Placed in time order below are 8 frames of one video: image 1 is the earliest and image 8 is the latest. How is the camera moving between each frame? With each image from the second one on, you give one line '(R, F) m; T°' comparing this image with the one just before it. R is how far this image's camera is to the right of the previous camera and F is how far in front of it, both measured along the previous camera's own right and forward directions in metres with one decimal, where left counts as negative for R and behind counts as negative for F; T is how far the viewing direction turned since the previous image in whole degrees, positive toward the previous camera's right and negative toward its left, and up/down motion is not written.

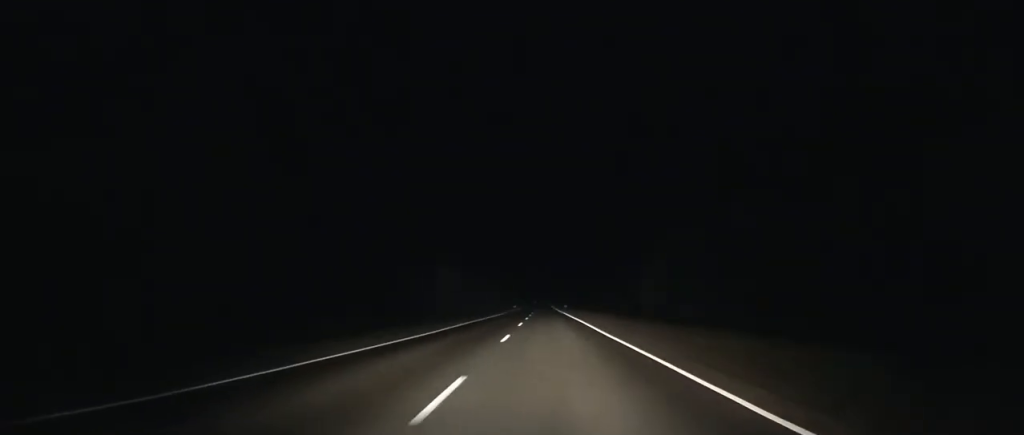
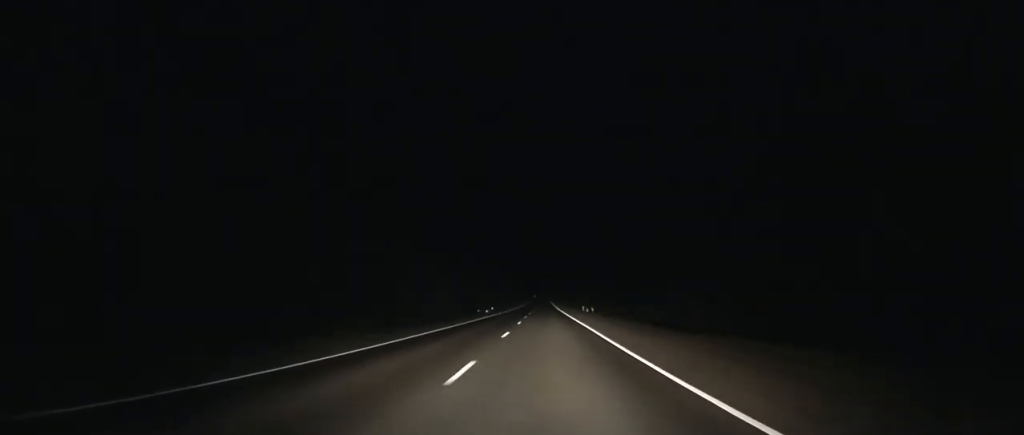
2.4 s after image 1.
(0.0, +69.0) m; 0°
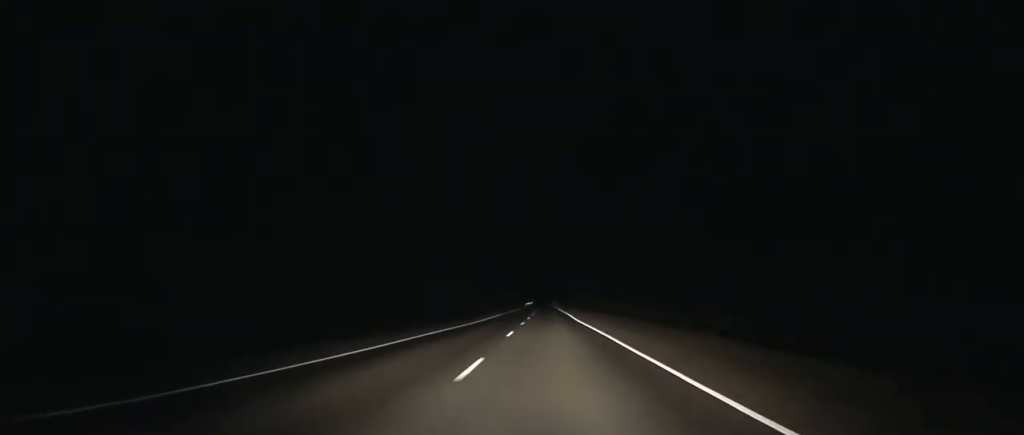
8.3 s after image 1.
(-0.5, +173.8) m; 0°
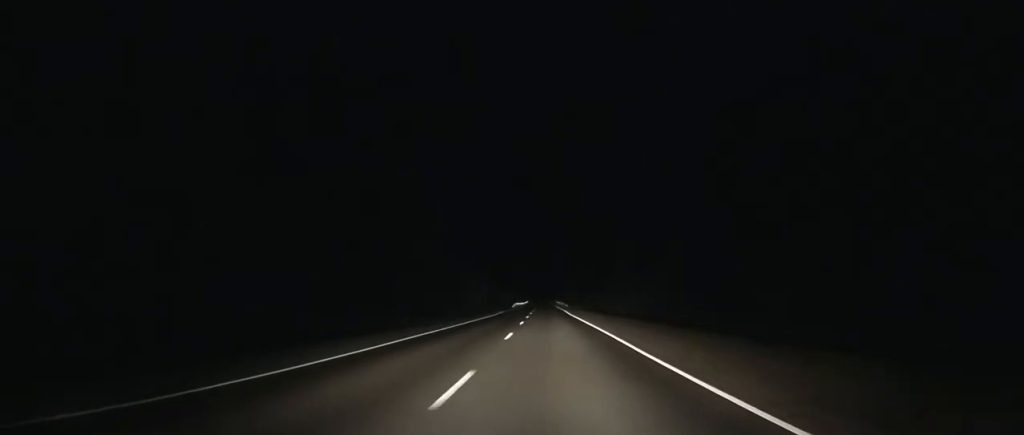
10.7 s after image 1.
(0.0, +76.9) m; 0°
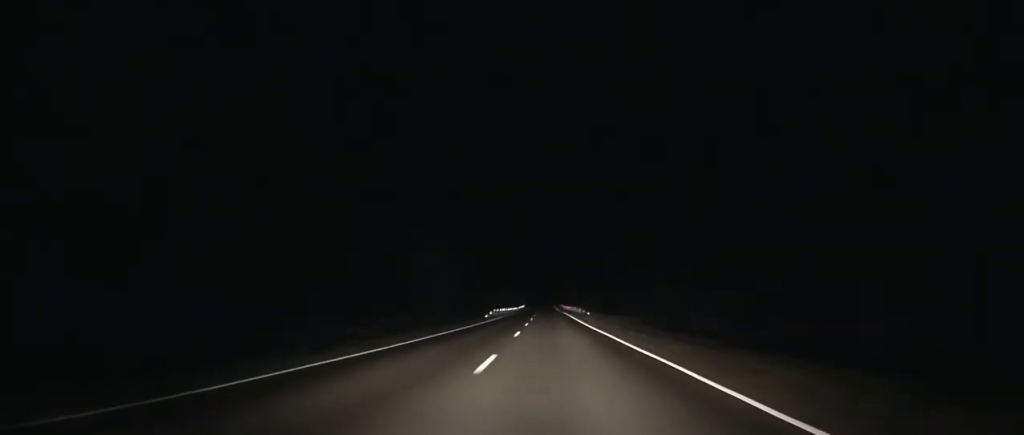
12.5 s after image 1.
(0.0, +58.3) m; 0°
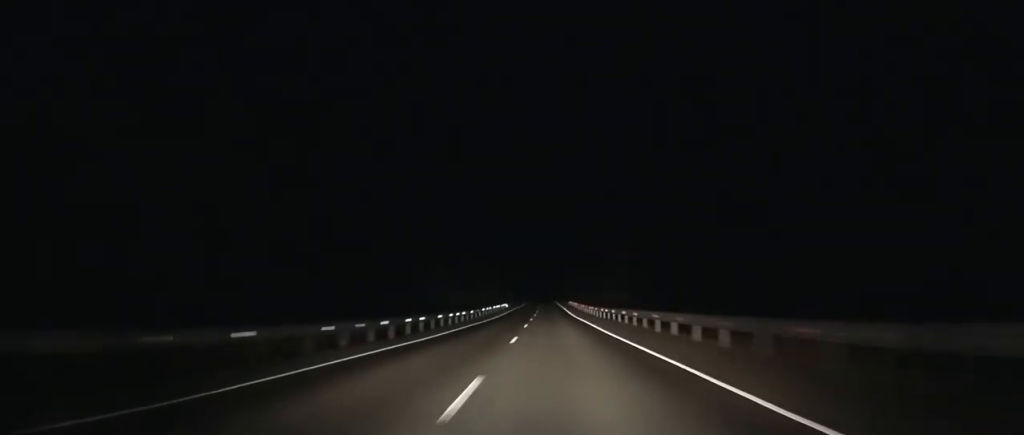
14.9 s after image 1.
(-0.1, +77.4) m; 0°
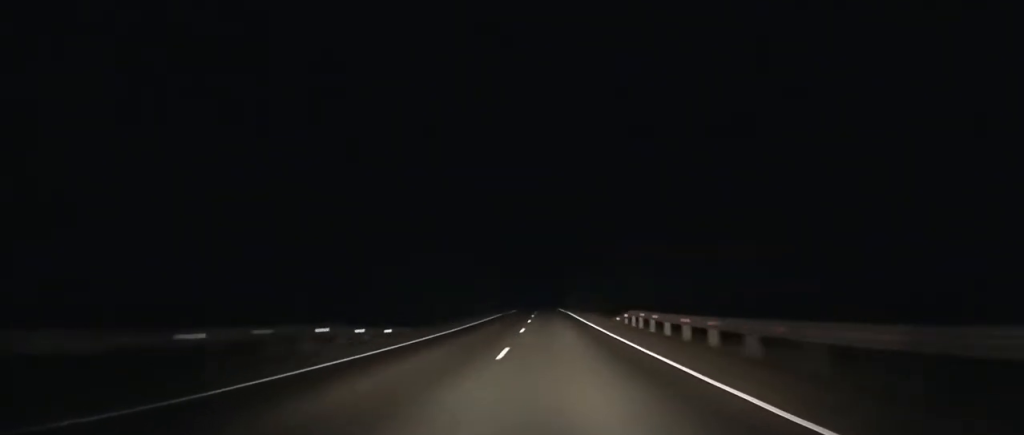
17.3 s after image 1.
(-0.2, +76.3) m; 0°
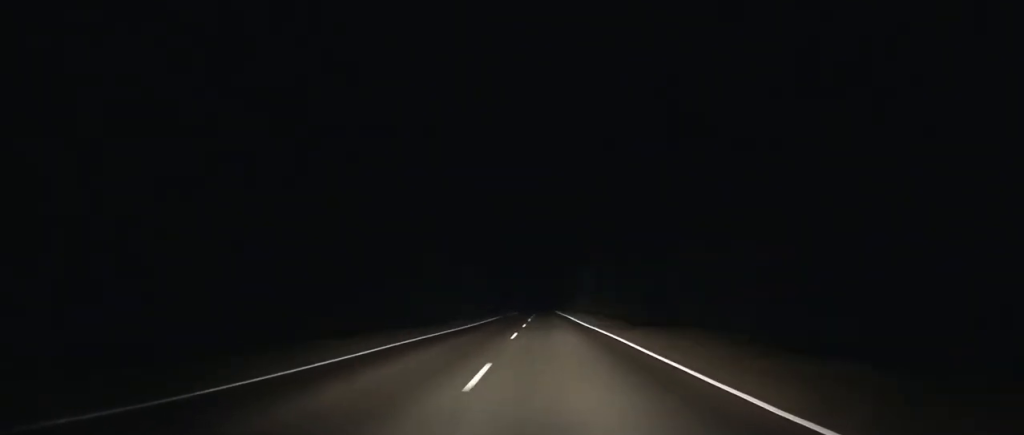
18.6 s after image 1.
(+0.1, +40.5) m; 0°
